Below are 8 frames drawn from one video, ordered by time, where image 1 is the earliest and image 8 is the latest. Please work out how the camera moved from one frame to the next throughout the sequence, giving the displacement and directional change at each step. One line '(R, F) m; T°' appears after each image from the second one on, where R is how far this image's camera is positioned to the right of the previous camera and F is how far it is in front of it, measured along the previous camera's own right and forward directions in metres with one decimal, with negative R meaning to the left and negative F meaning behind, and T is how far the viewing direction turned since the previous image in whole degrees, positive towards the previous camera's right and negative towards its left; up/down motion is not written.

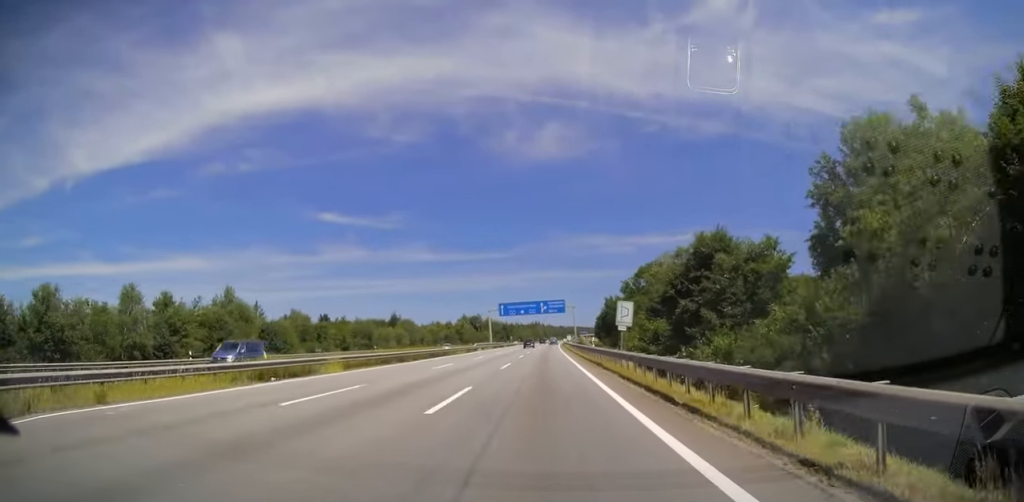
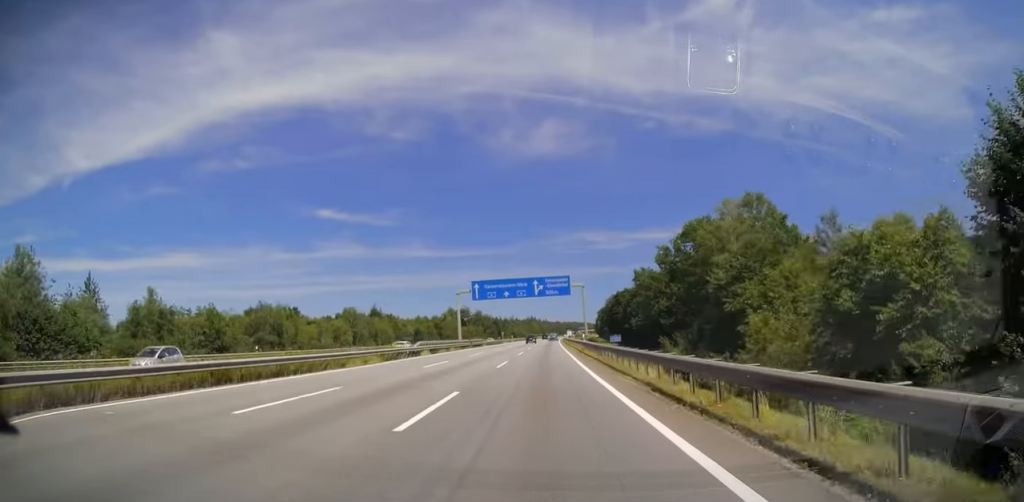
(-0.1, +38.3) m; +1°
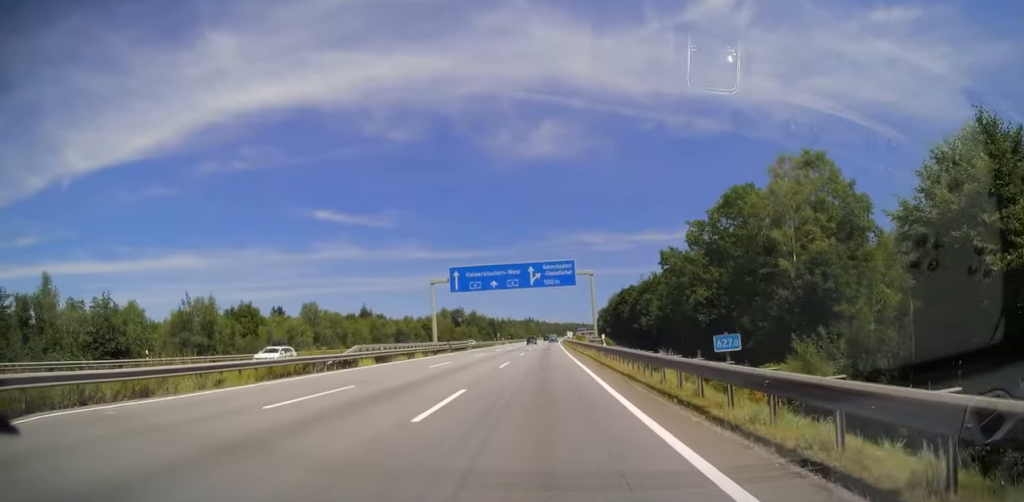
(+0.1, +16.7) m; 0°
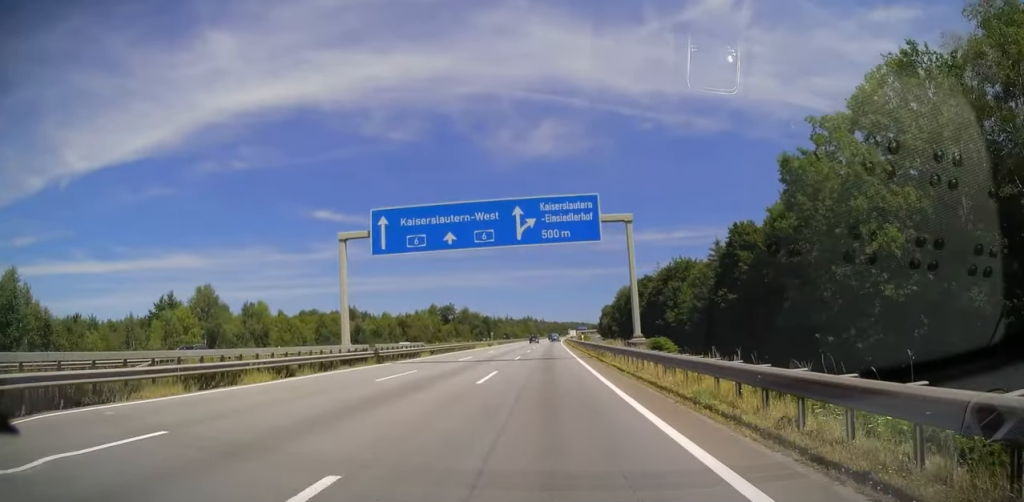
(0.0, +28.1) m; 0°
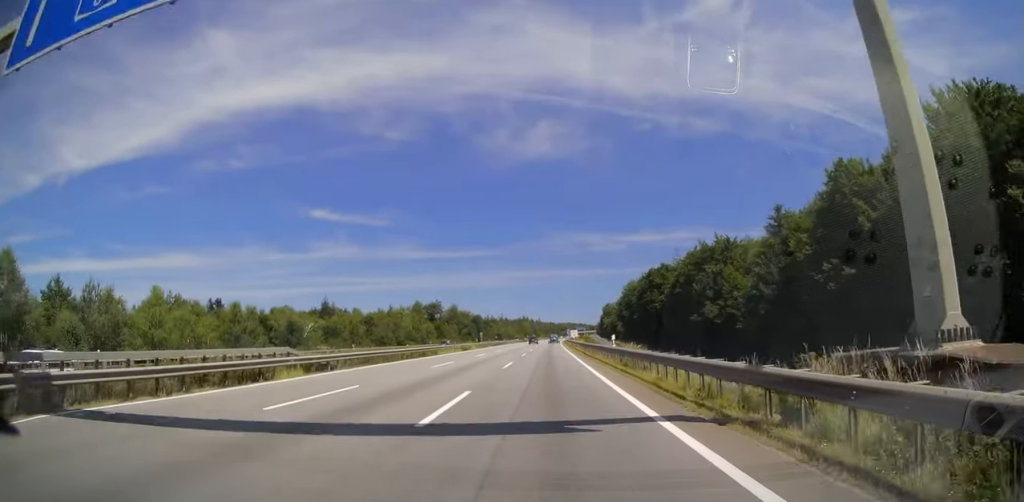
(-0.1, +26.6) m; 0°
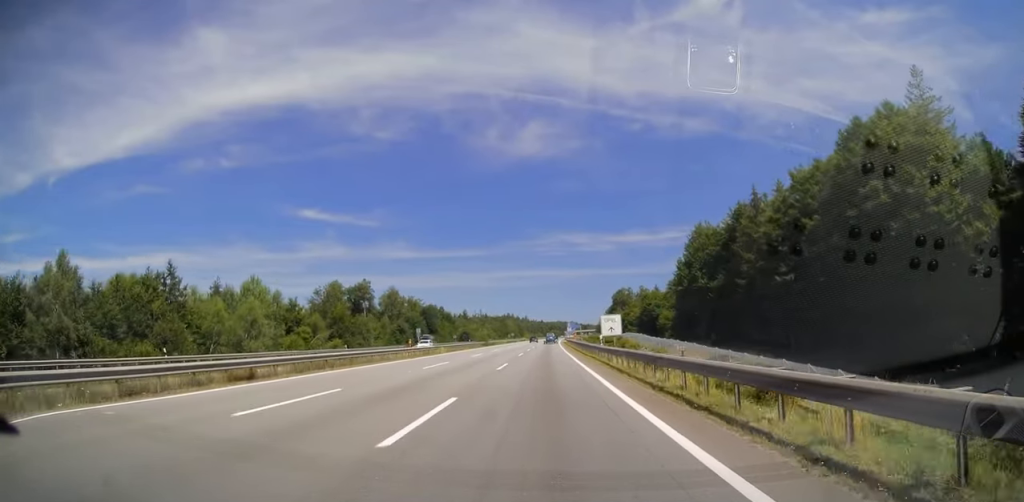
(+0.2, +91.6) m; +1°
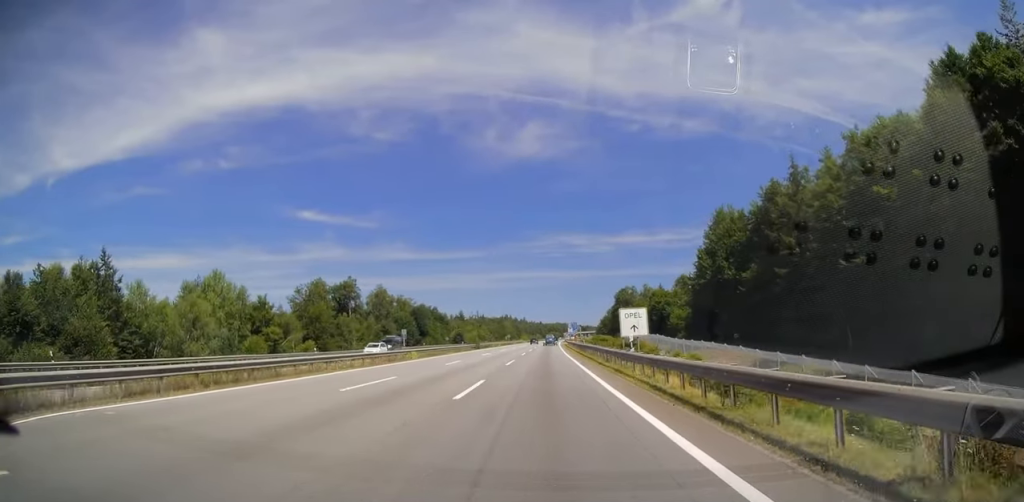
(+0.2, +11.8) m; 0°
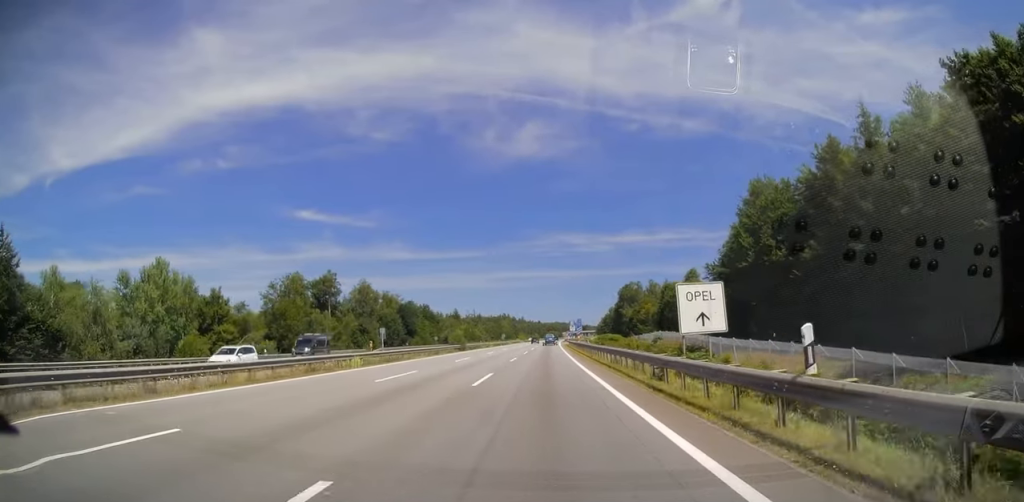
(+0.2, +14.3) m; 0°
